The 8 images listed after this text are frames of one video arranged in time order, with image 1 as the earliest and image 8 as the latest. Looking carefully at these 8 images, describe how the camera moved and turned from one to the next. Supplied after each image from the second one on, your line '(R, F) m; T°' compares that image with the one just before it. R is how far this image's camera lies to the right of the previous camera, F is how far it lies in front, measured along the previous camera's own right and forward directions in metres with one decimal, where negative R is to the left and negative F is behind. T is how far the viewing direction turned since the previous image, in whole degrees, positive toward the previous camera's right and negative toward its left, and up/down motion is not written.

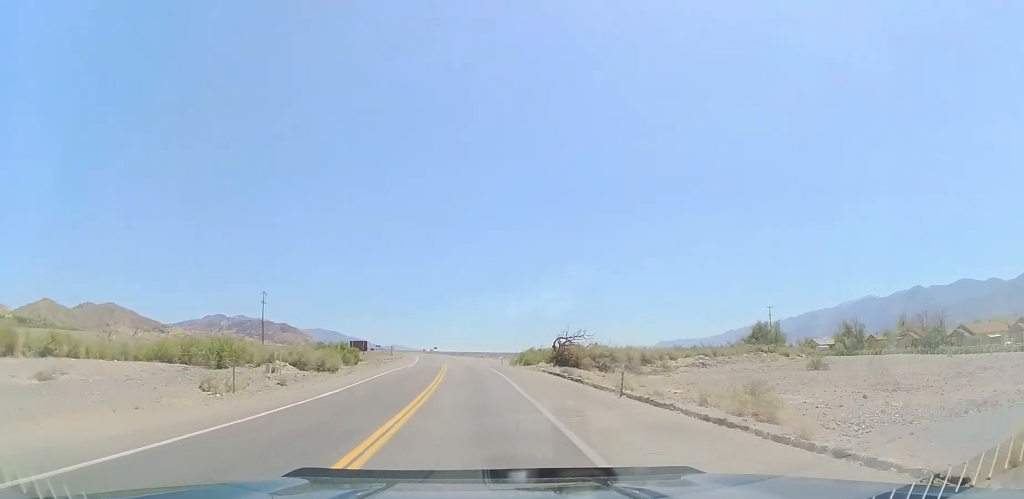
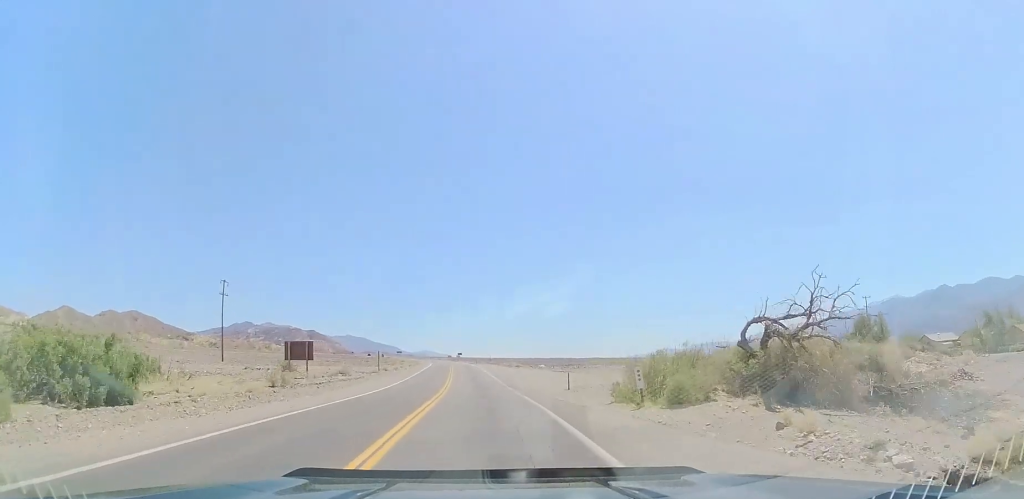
(-0.9, +31.8) m; -3°
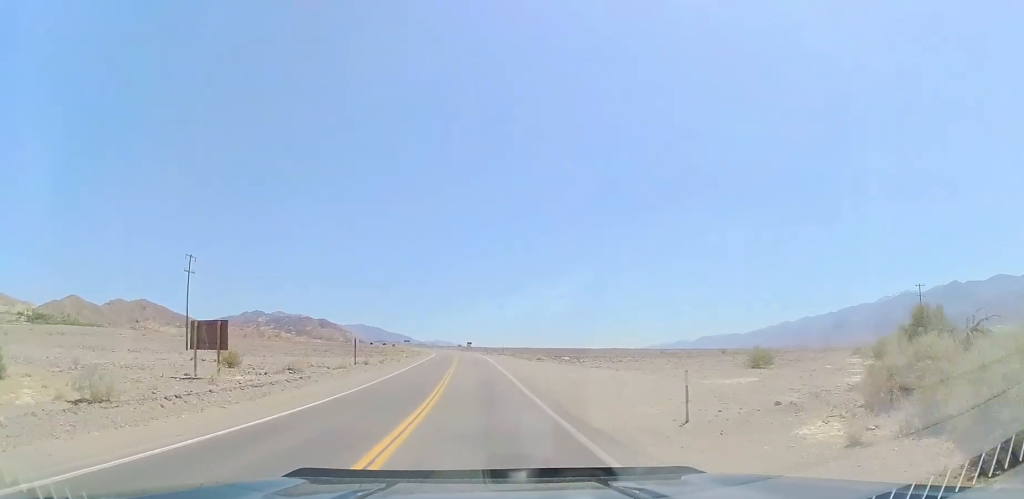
(-0.1, +15.2) m; -2°
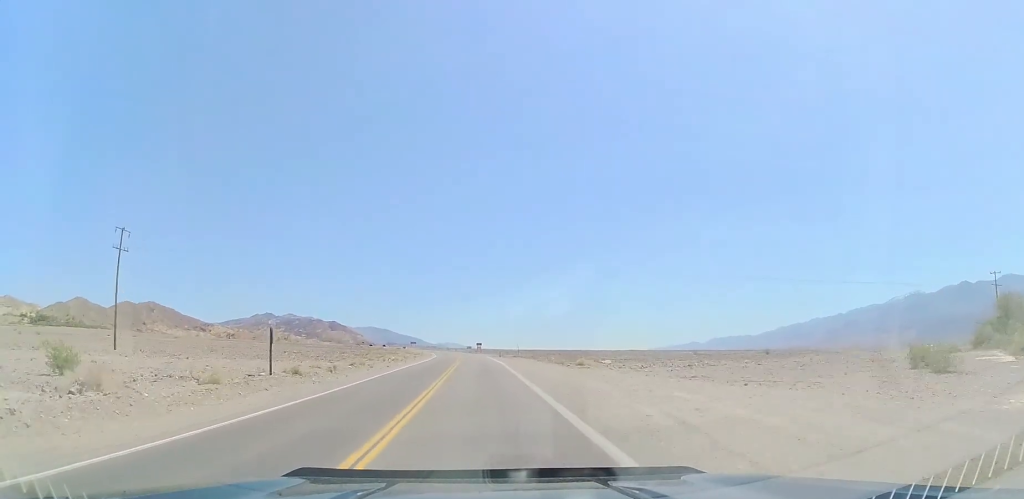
(-0.6, +19.7) m; -1°
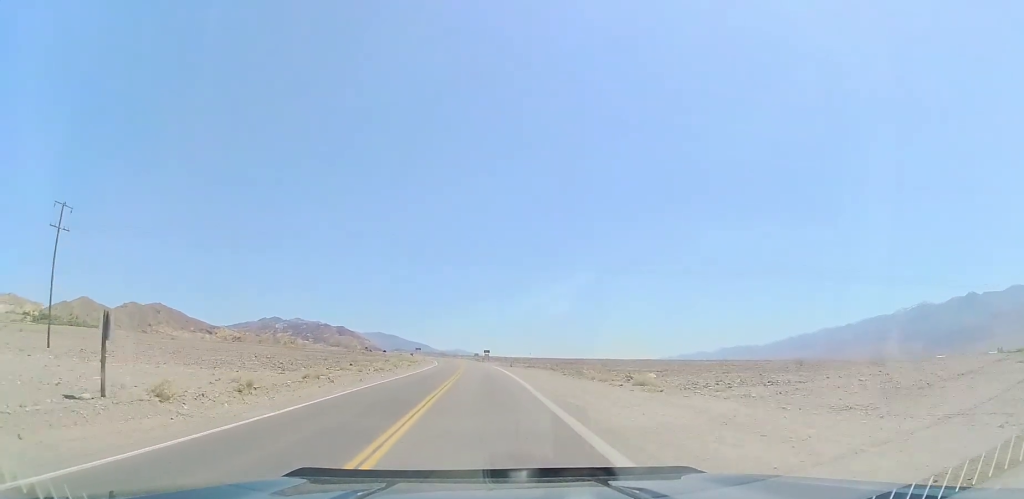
(-0.1, +12.7) m; +1°
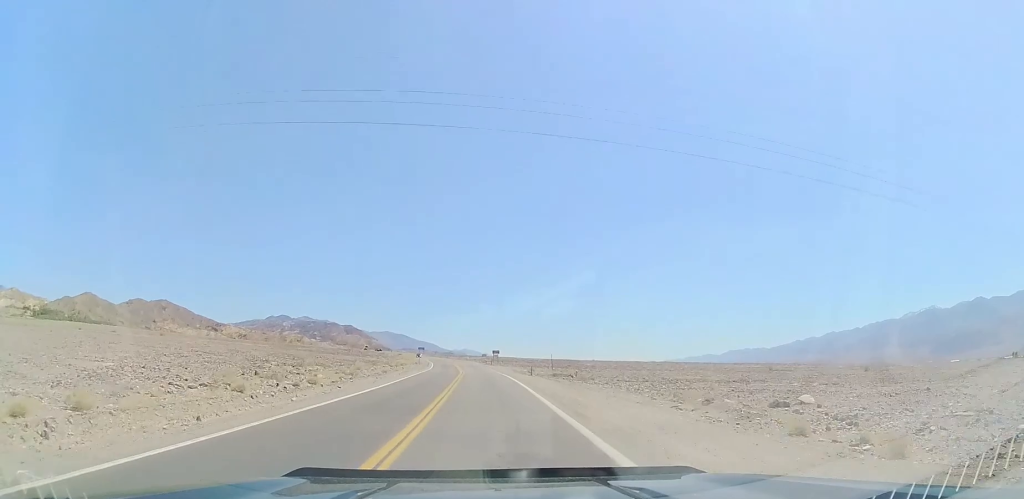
(+0.3, +21.7) m; -1°
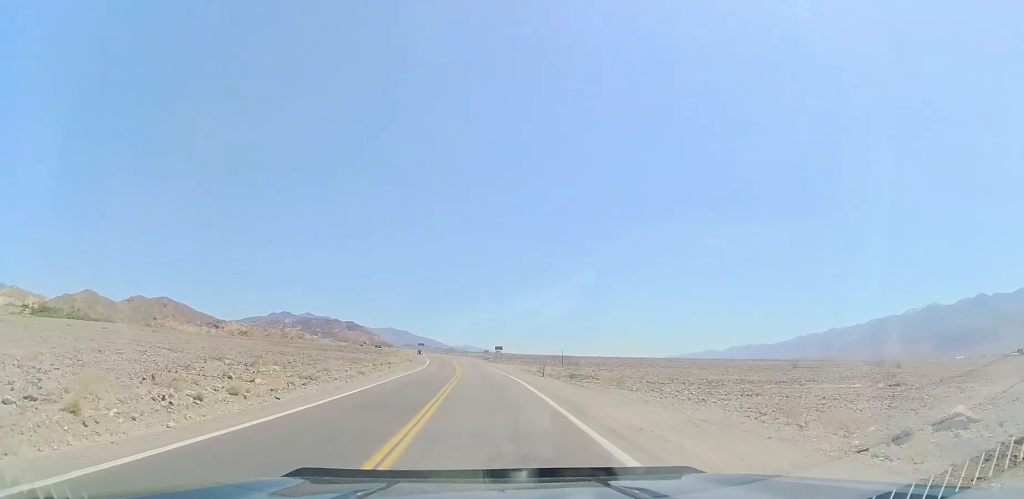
(-0.2, +9.5) m; -1°
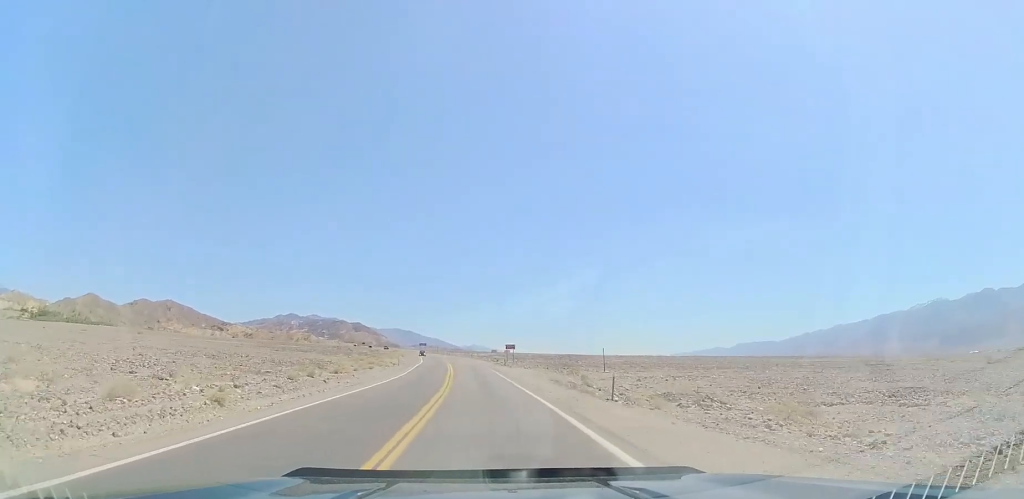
(-0.2, +21.7) m; -1°
